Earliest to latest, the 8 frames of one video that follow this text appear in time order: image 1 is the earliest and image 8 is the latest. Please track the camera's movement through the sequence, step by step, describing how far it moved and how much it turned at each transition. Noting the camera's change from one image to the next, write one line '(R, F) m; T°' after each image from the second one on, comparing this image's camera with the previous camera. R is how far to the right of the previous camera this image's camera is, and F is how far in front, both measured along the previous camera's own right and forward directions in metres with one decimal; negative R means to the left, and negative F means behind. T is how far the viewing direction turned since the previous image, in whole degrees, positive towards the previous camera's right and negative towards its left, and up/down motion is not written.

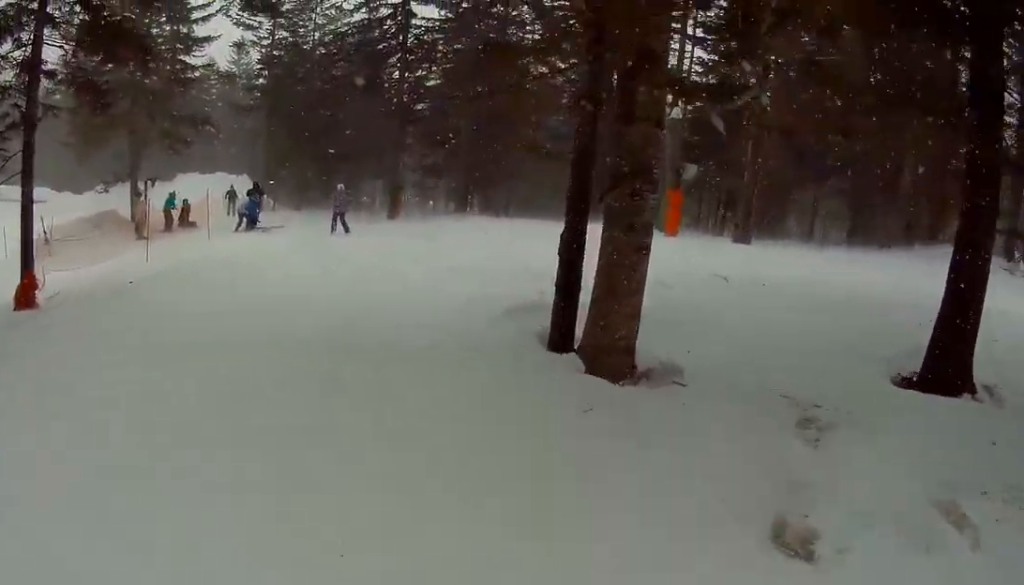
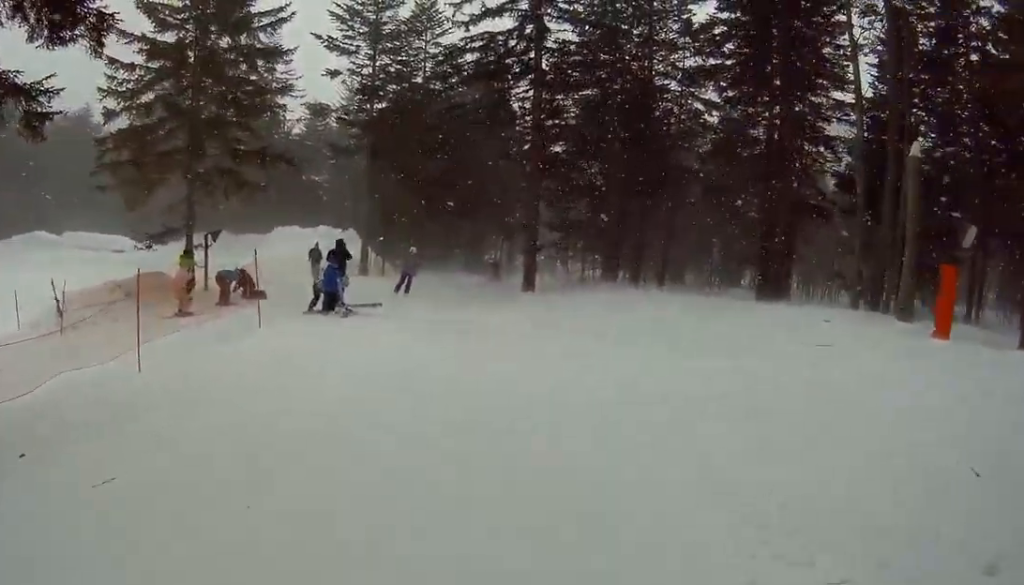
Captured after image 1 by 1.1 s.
(0.0, +6.7) m; -7°
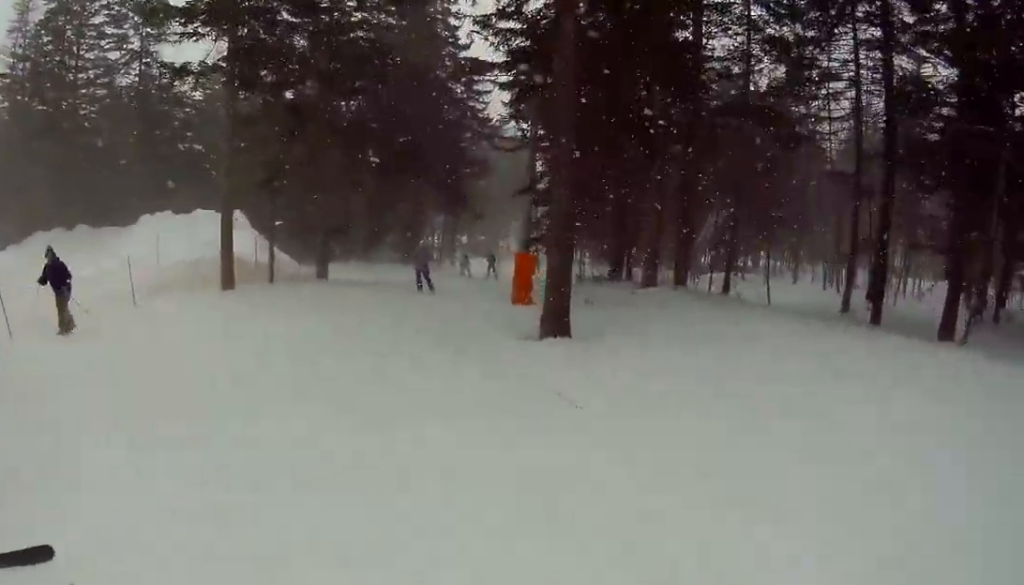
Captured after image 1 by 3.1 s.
(-3.5, +15.3) m; -8°
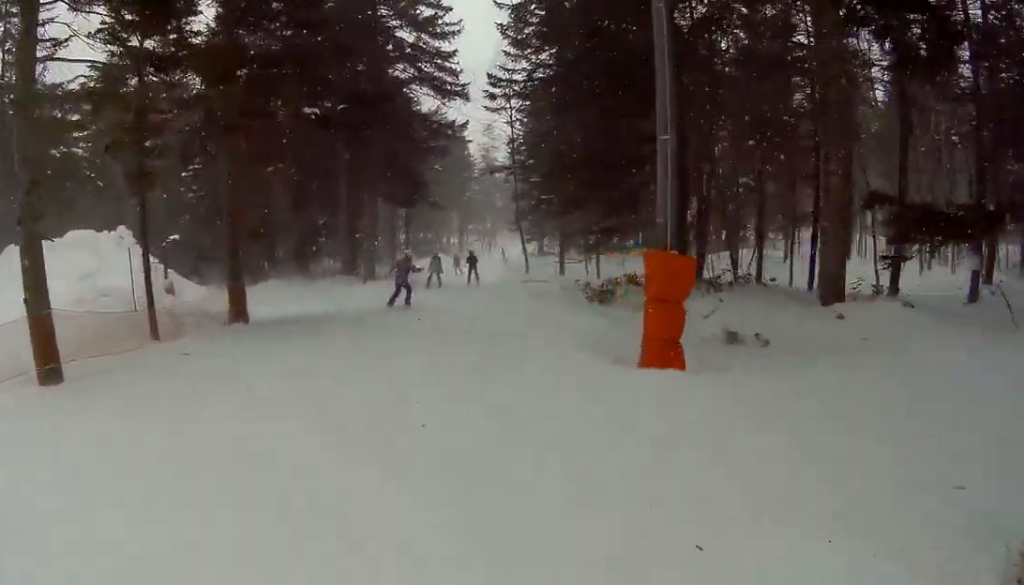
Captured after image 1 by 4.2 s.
(+1.9, +10.0) m; +12°
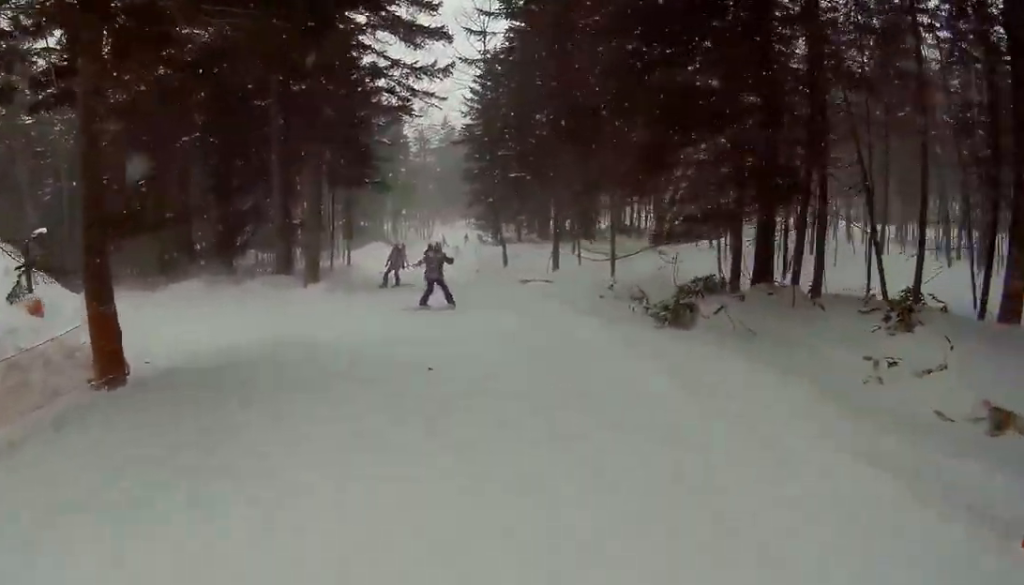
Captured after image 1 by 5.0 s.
(-0.2, +6.1) m; +4°
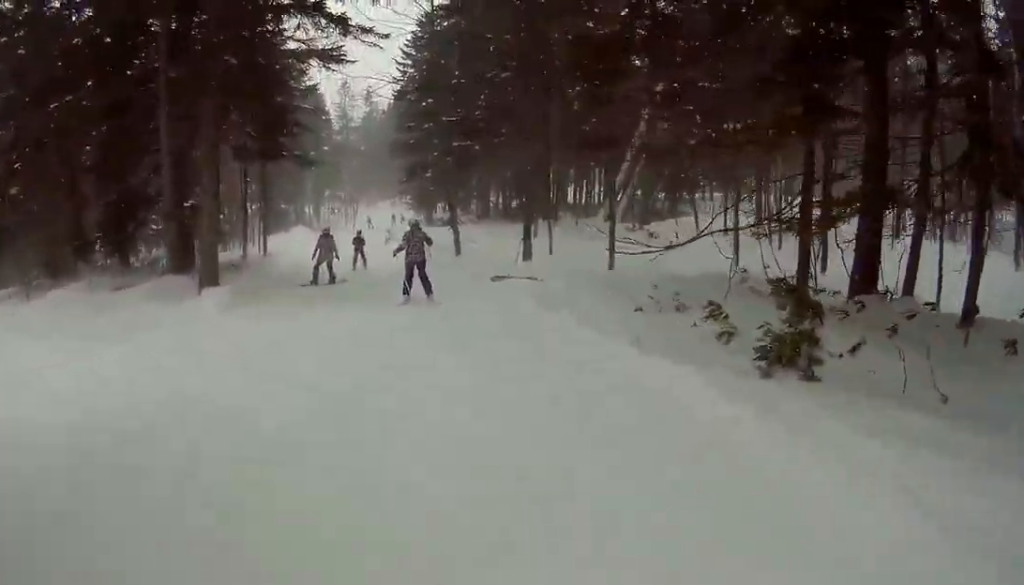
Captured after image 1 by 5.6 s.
(+0.3, +4.7) m; +4°
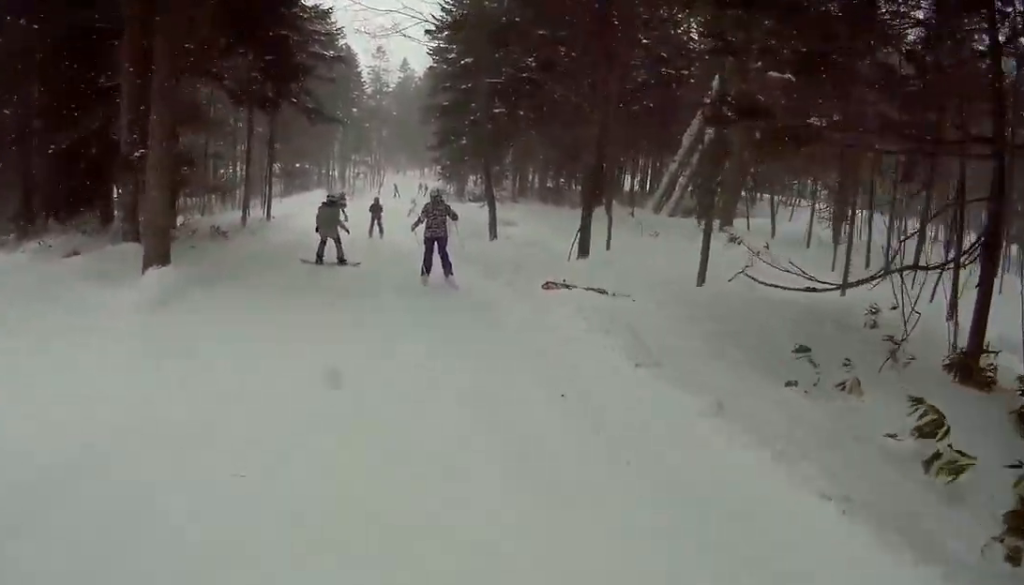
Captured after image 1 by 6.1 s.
(+0.3, +4.0) m; +4°
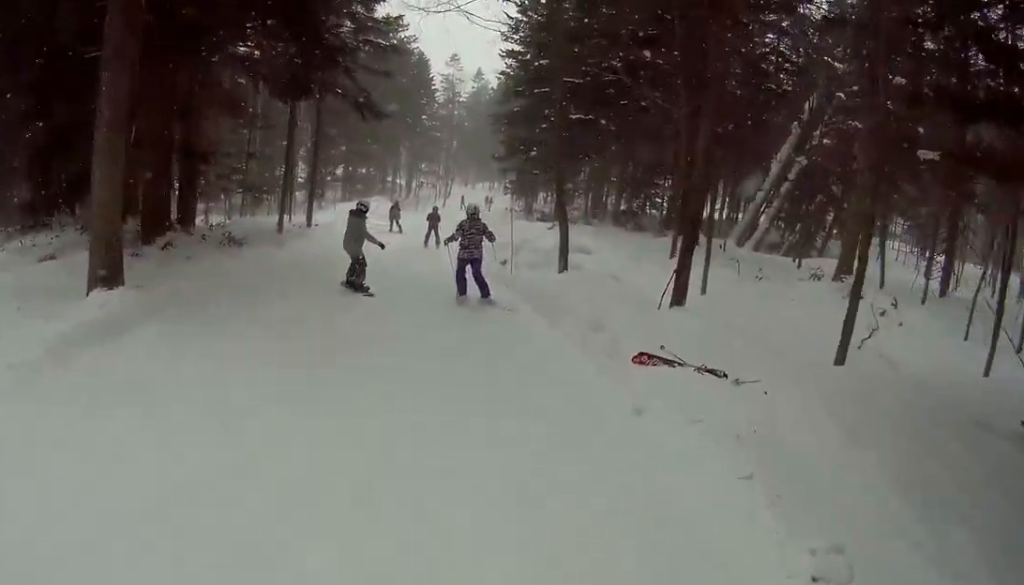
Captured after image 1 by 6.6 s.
(0.0, +3.0) m; +6°
